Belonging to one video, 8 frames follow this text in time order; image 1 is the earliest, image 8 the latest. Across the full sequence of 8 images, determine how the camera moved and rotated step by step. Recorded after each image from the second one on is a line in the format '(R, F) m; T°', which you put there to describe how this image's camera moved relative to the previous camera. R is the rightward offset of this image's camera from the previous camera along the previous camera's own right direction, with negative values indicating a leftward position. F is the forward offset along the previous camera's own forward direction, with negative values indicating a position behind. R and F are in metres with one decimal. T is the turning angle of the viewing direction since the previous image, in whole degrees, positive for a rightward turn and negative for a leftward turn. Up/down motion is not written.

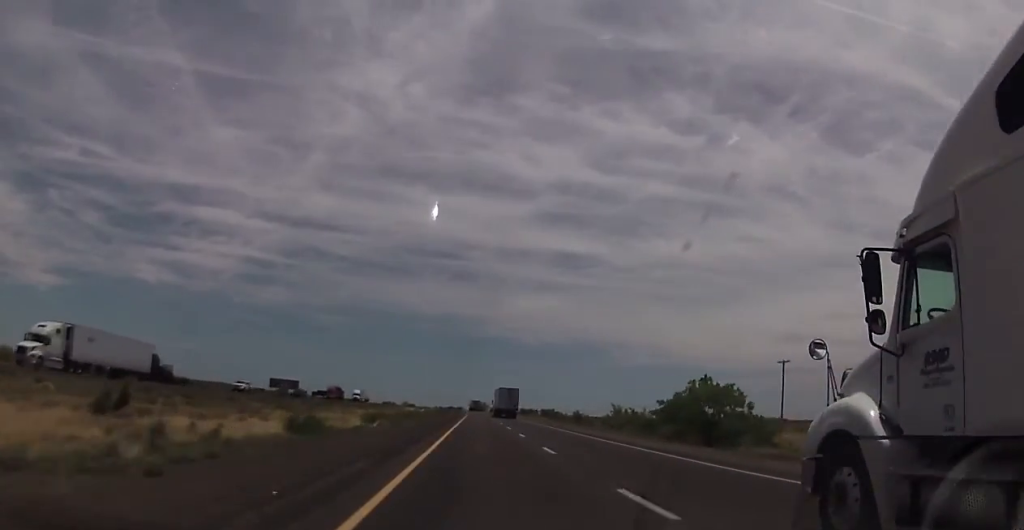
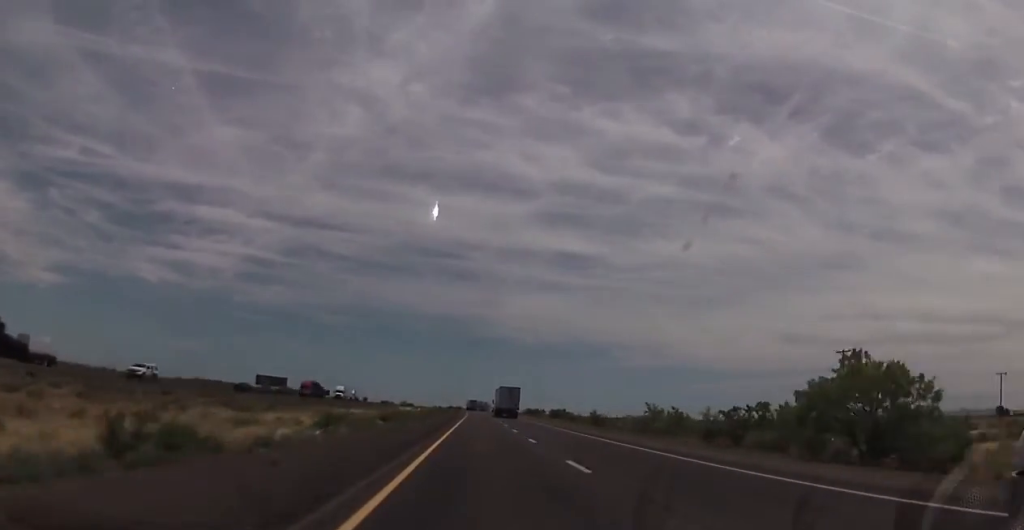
(0.0, +18.0) m; 0°
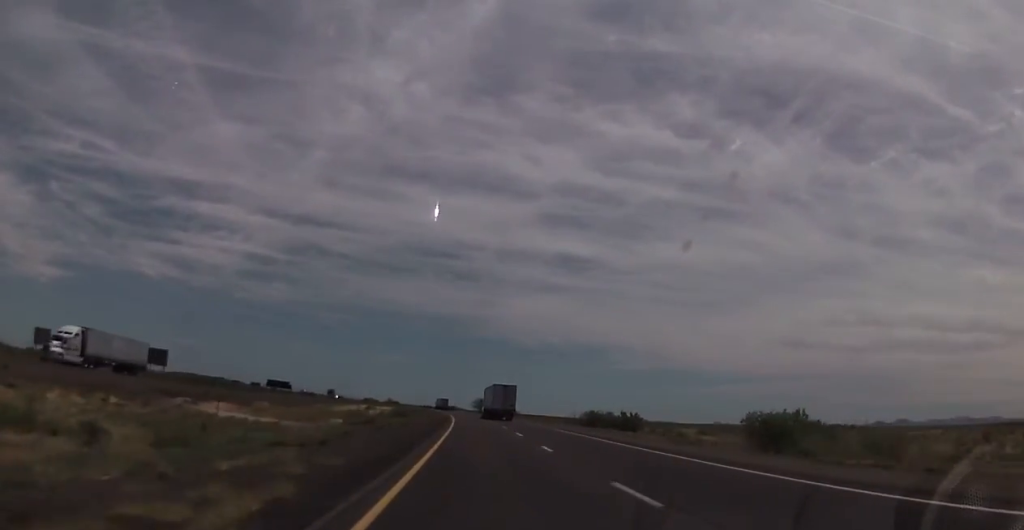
(0.0, +100.9) m; 0°
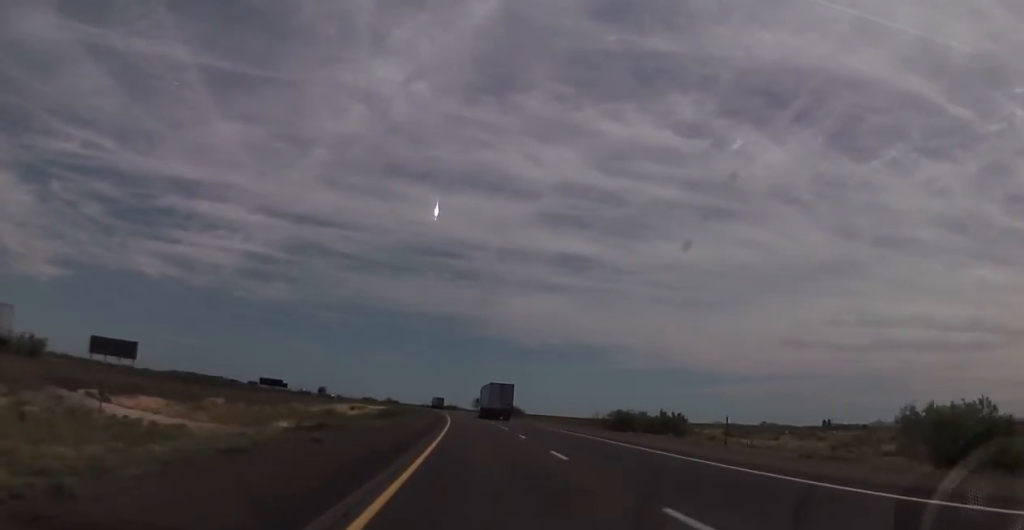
(0.0, +15.6) m; 0°
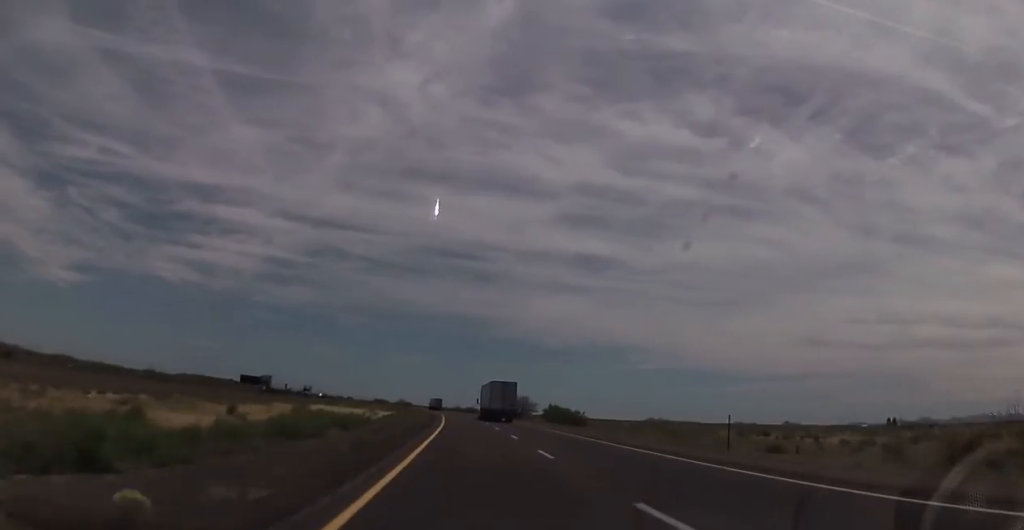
(-0.7, +60.0) m; -1°
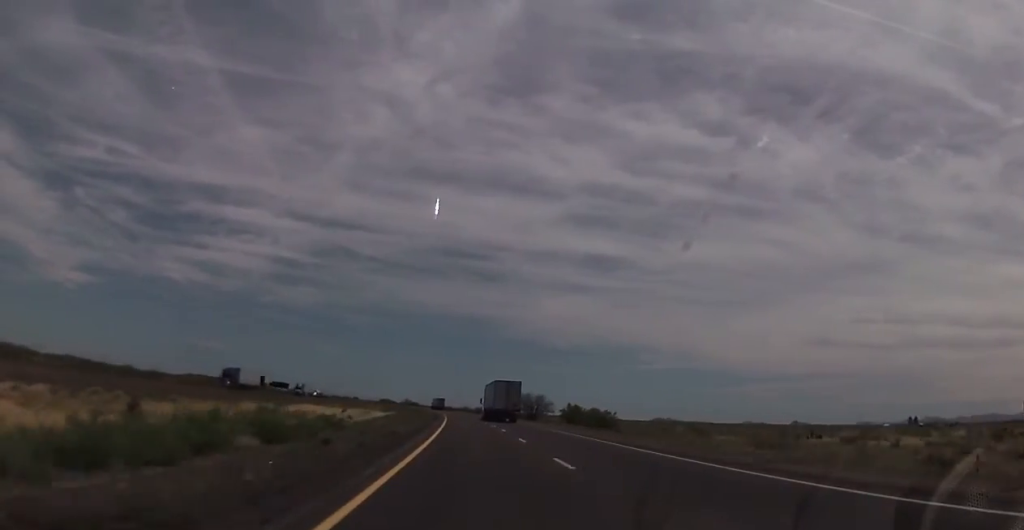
(-0.1, +15.6) m; 0°
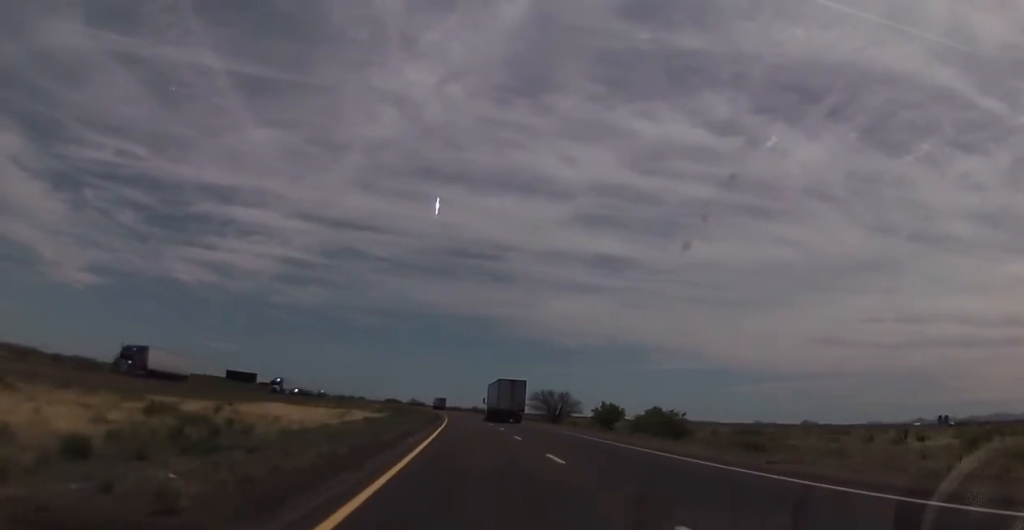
(0.0, +22.8) m; -1°
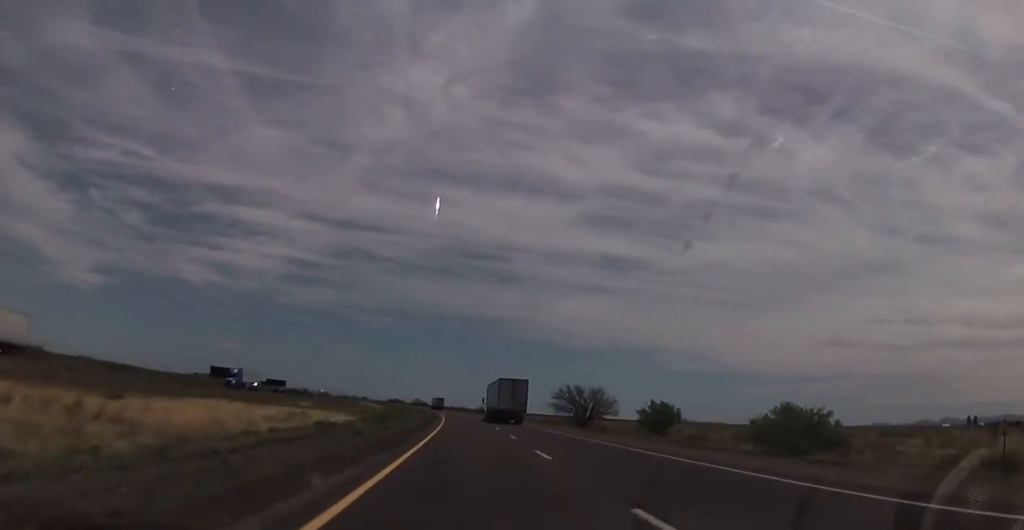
(-0.1, +22.8) m; -1°
